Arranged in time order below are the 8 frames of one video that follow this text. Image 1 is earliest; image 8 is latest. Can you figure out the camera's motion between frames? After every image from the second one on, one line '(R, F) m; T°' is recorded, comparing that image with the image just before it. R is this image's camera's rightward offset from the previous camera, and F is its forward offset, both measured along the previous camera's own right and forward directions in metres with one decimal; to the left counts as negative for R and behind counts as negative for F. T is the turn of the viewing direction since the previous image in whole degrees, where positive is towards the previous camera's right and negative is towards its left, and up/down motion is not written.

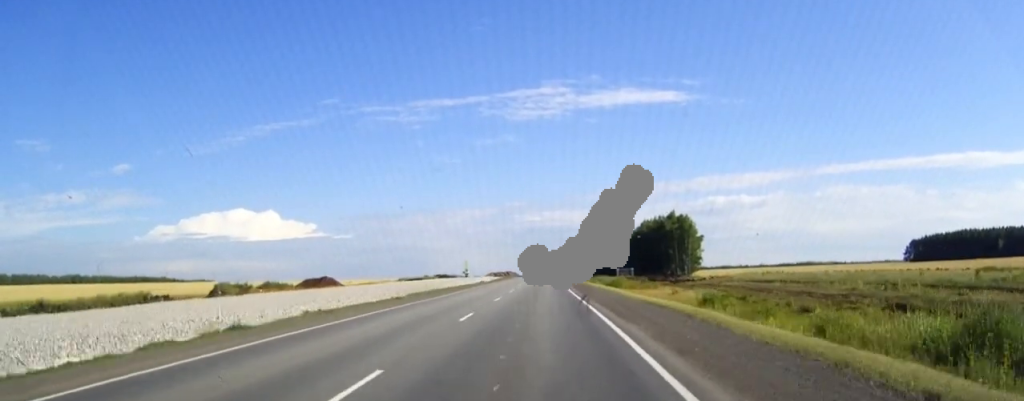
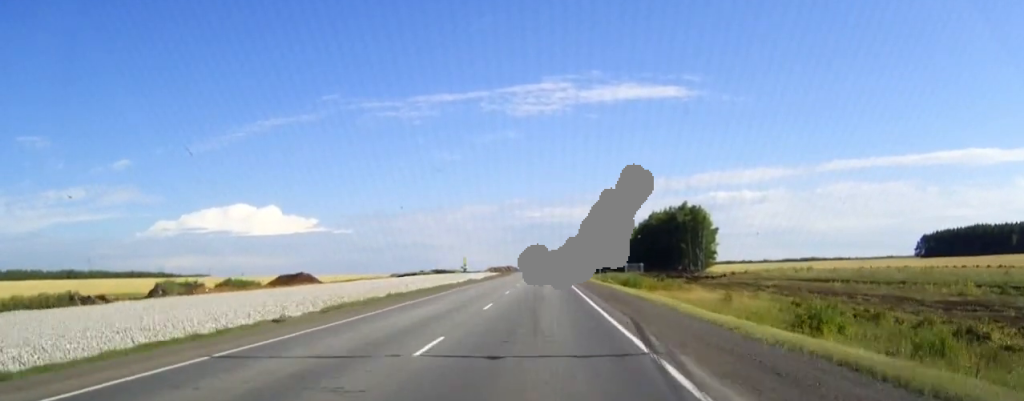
(0.0, +19.3) m; 0°
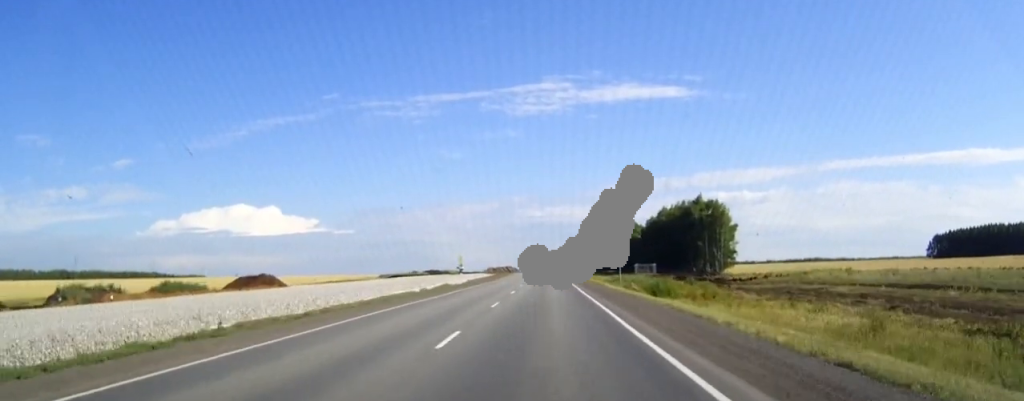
(0.0, +23.1) m; 0°
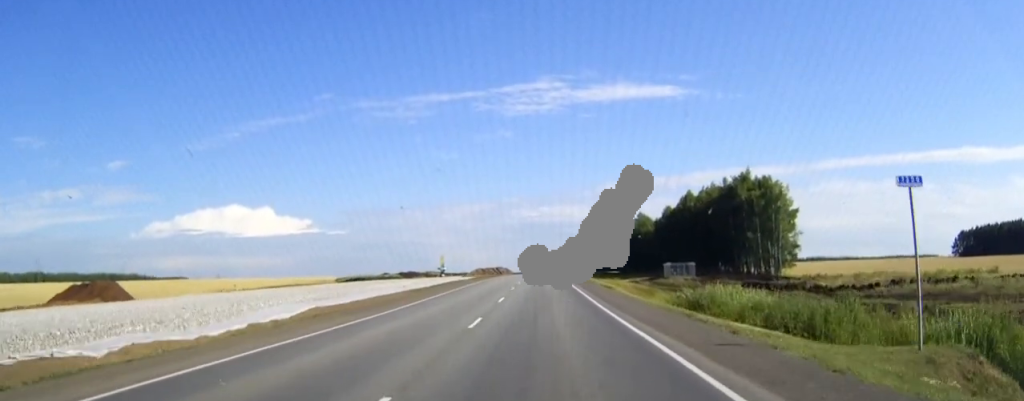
(+0.2, +55.4) m; 0°
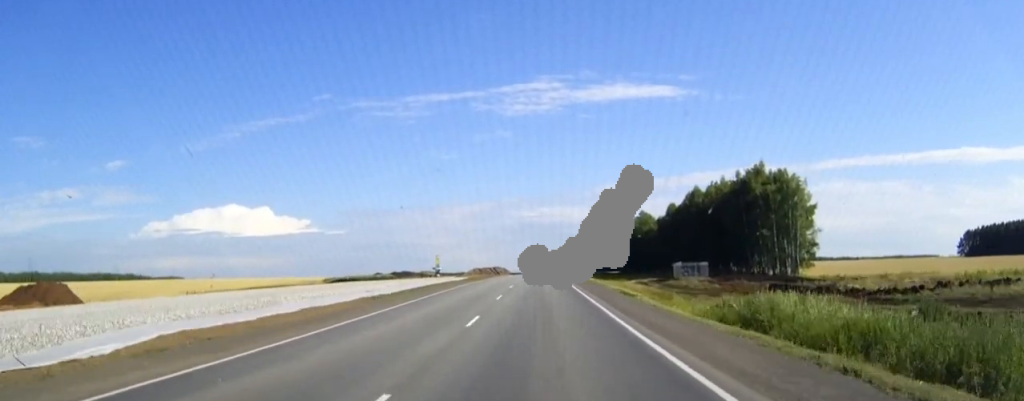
(0.0, +11.6) m; 0°
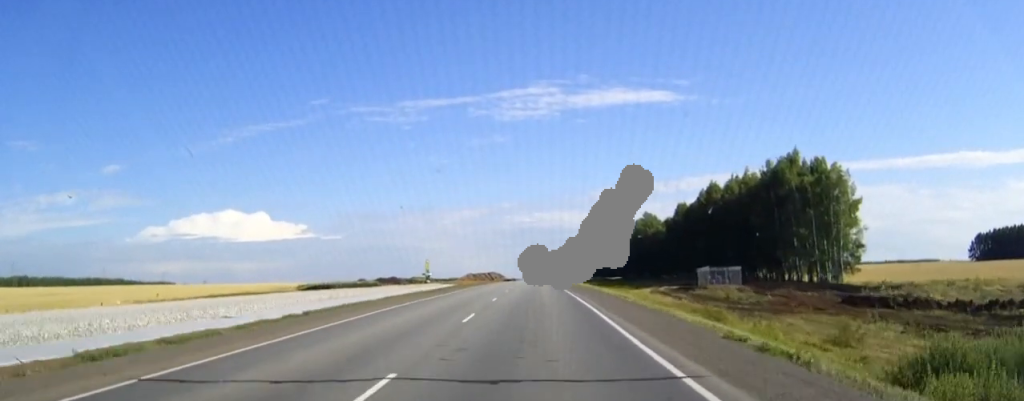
(+0.1, +22.4) m; 0°
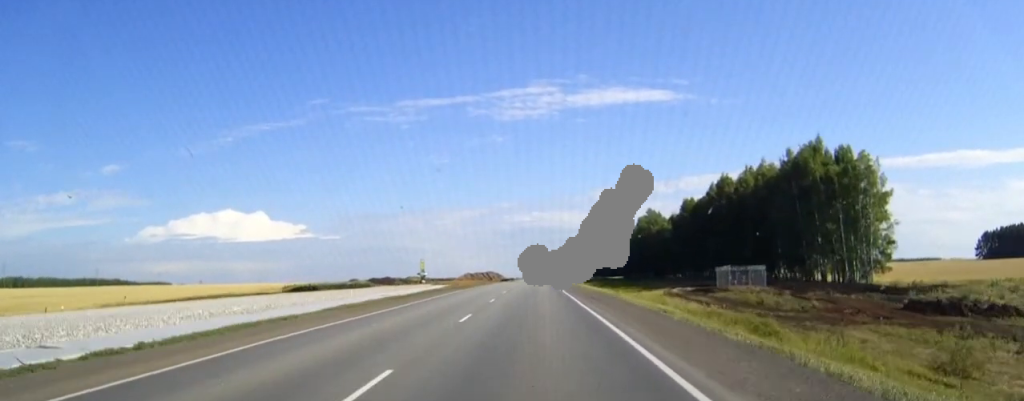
(0.0, +11.6) m; 0°
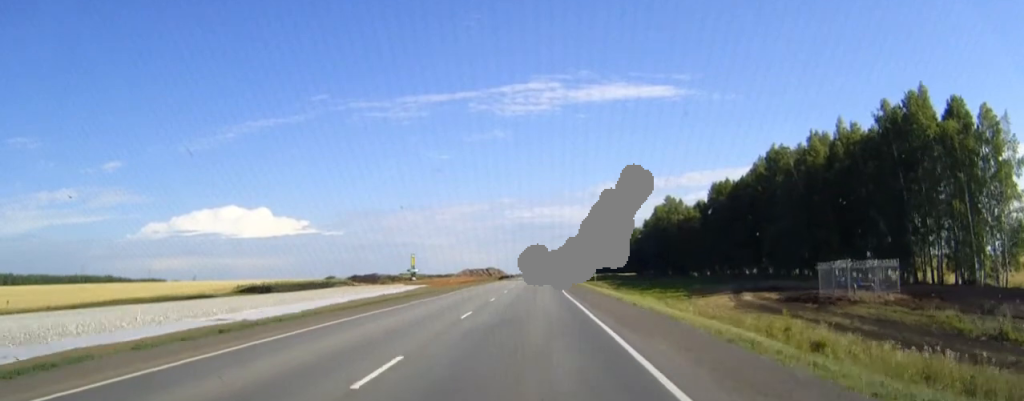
(0.0, +34.3) m; 0°
